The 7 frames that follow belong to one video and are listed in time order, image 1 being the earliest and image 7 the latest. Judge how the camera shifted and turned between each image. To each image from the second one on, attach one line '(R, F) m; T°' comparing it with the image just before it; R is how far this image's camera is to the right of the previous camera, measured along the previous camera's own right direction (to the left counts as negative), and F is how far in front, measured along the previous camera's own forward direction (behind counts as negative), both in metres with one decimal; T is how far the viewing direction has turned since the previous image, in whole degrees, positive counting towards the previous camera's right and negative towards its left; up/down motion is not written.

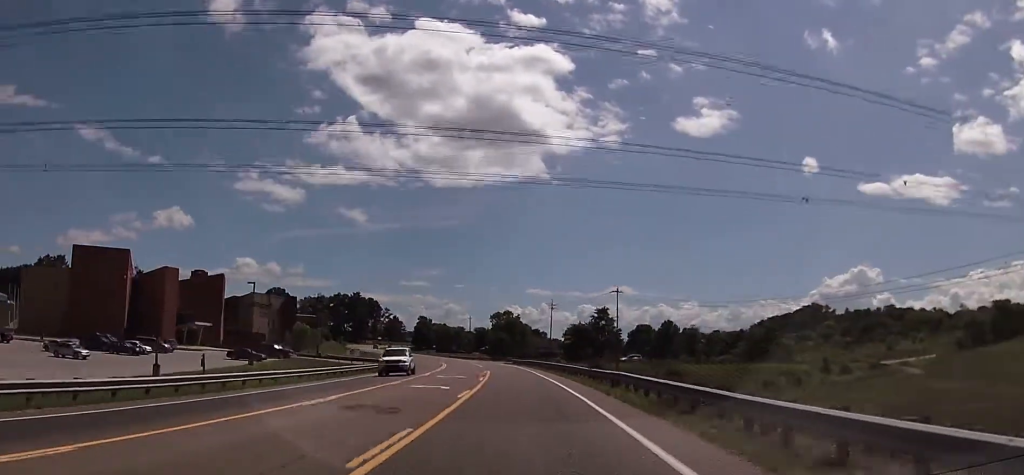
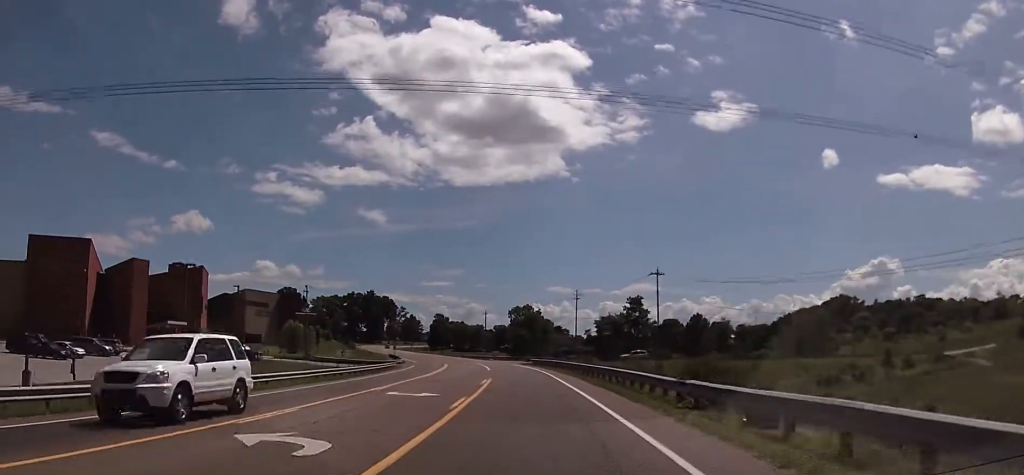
(-0.1, +17.1) m; -2°
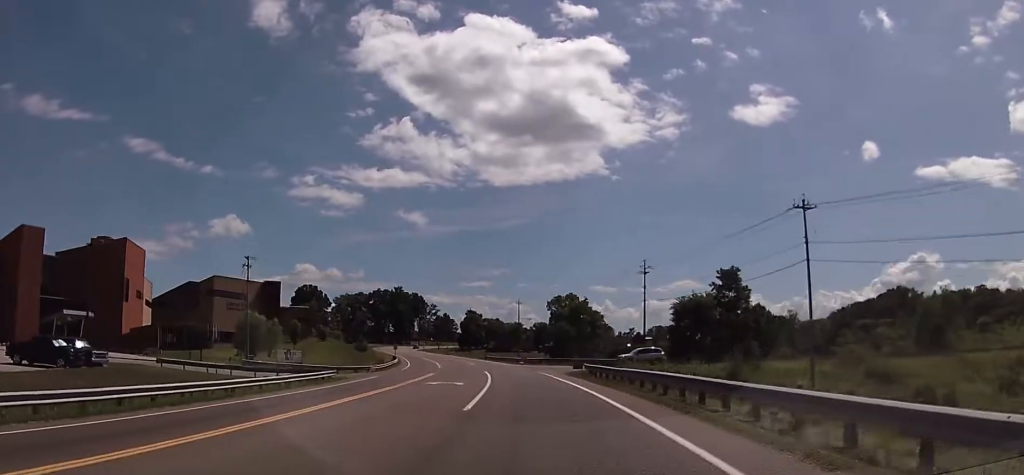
(-1.0, +35.7) m; -3°
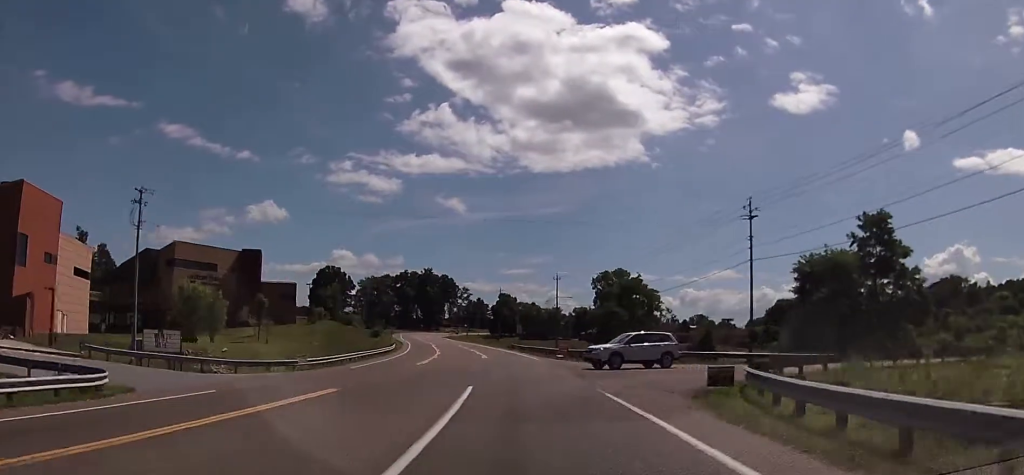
(-0.8, +28.5) m; -4°
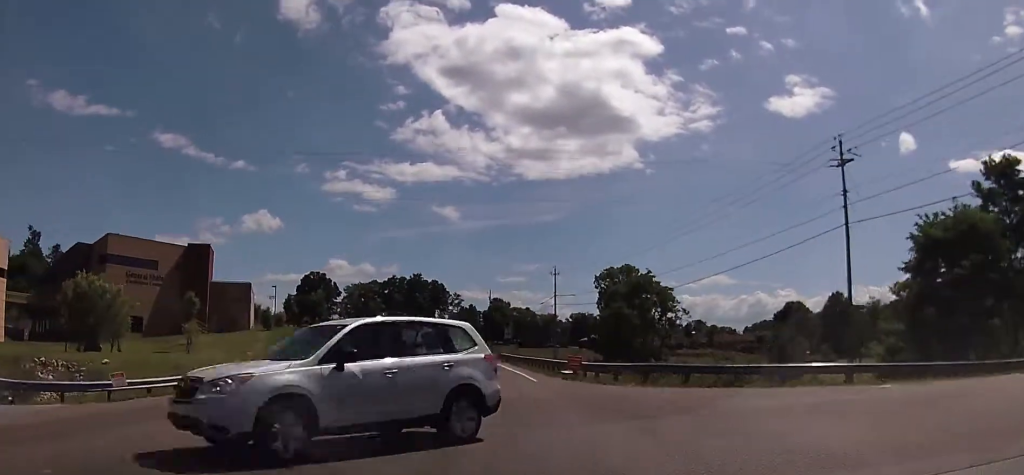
(-0.6, +19.8) m; -2°
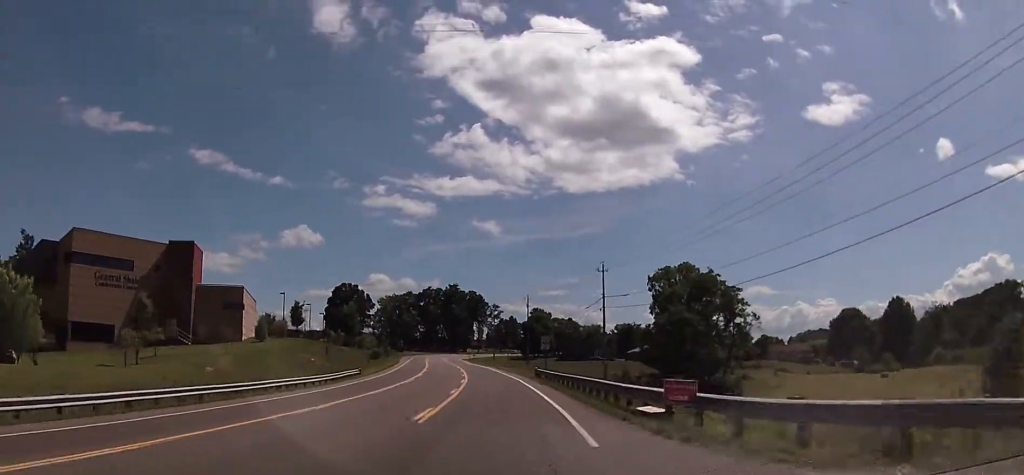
(+0.1, +16.5) m; -1°
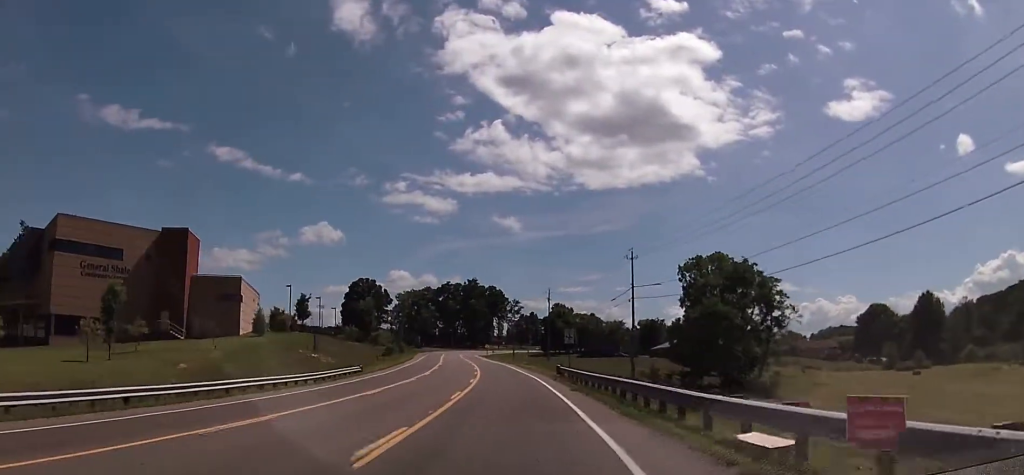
(-0.2, +6.7) m; -1°
